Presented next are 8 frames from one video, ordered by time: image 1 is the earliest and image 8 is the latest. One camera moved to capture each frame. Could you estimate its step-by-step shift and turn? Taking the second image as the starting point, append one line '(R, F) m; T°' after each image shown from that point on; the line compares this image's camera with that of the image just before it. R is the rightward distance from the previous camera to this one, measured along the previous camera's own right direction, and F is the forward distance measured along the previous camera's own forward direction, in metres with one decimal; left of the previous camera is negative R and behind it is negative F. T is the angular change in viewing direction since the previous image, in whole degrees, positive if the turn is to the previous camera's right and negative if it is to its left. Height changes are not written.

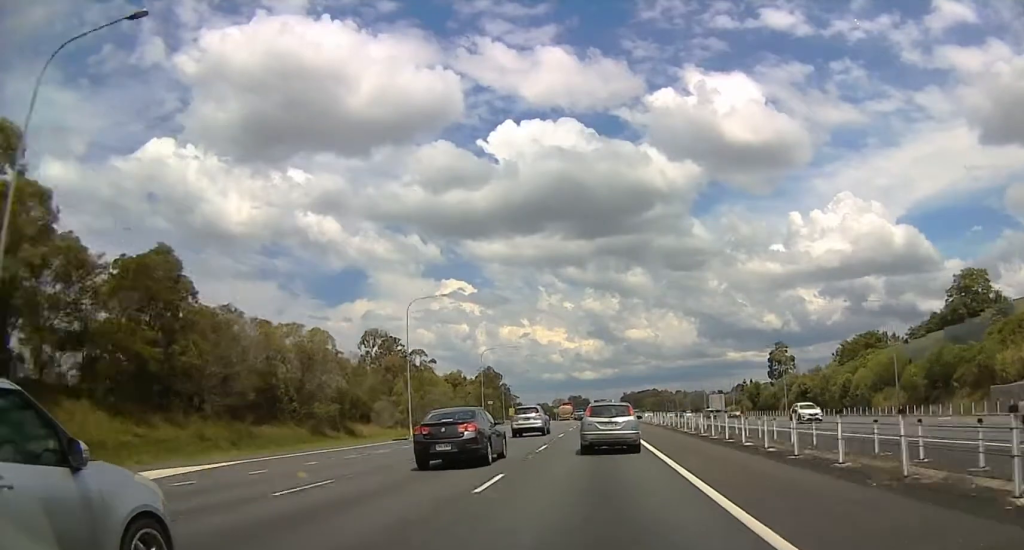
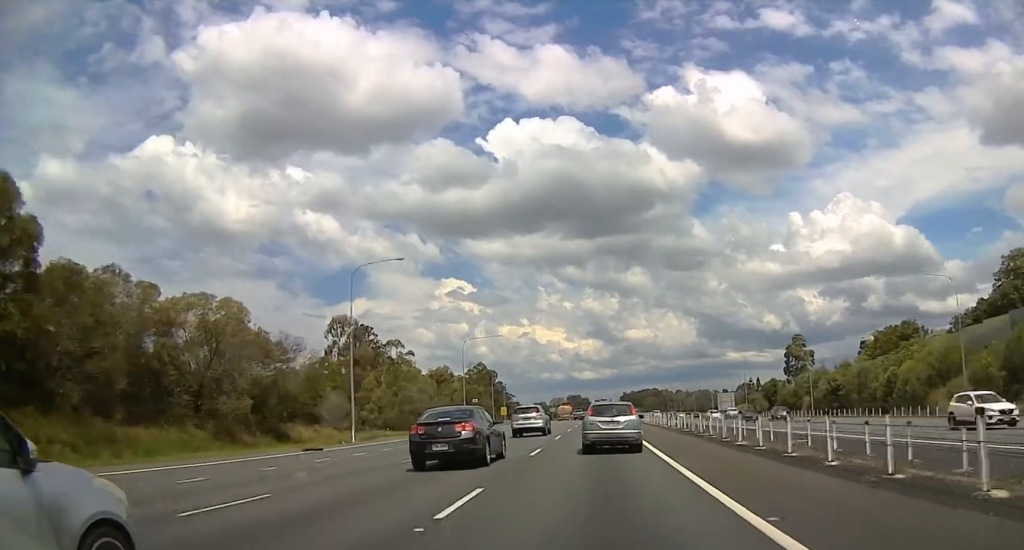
(0.0, +15.5) m; 0°
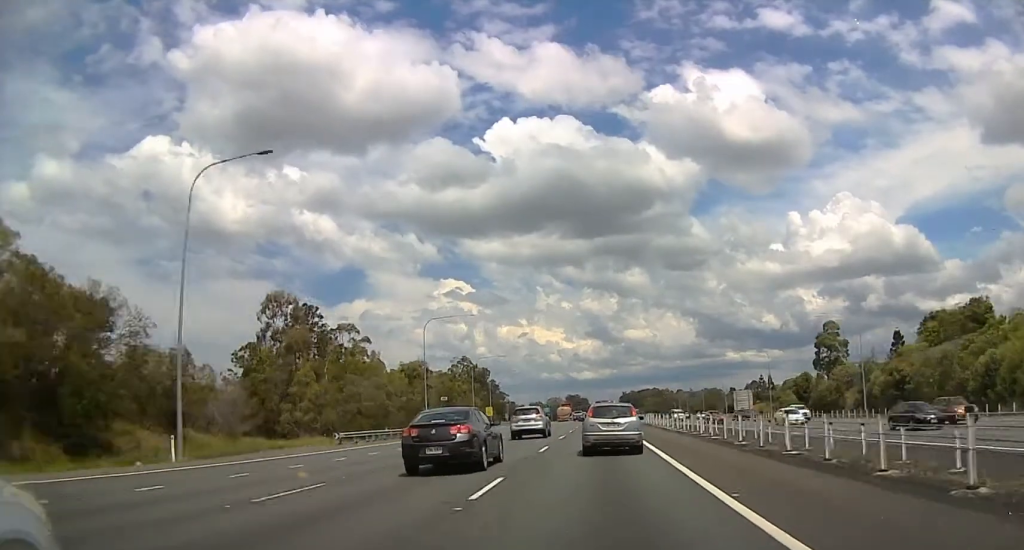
(0.0, +22.2) m; 0°
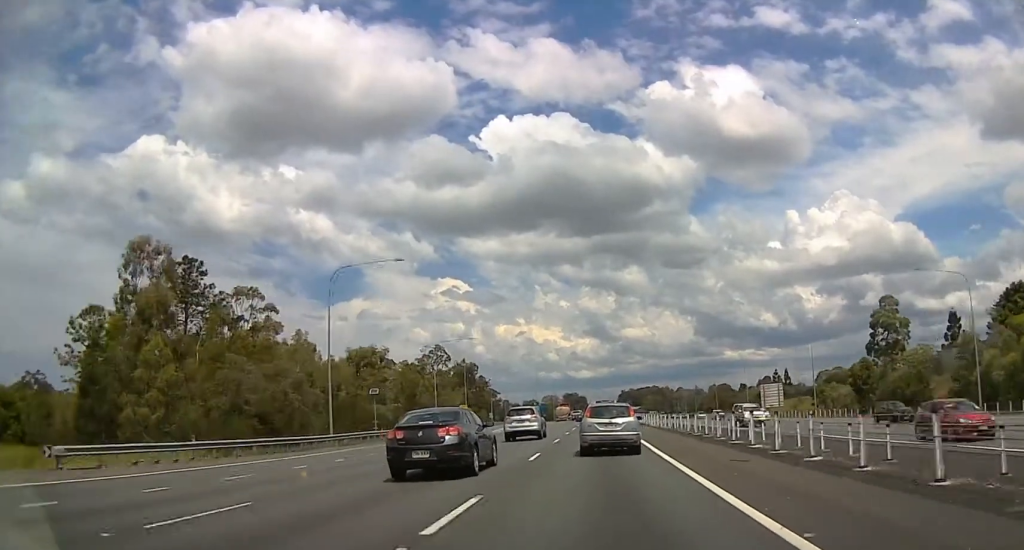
(0.0, +27.9) m; 0°
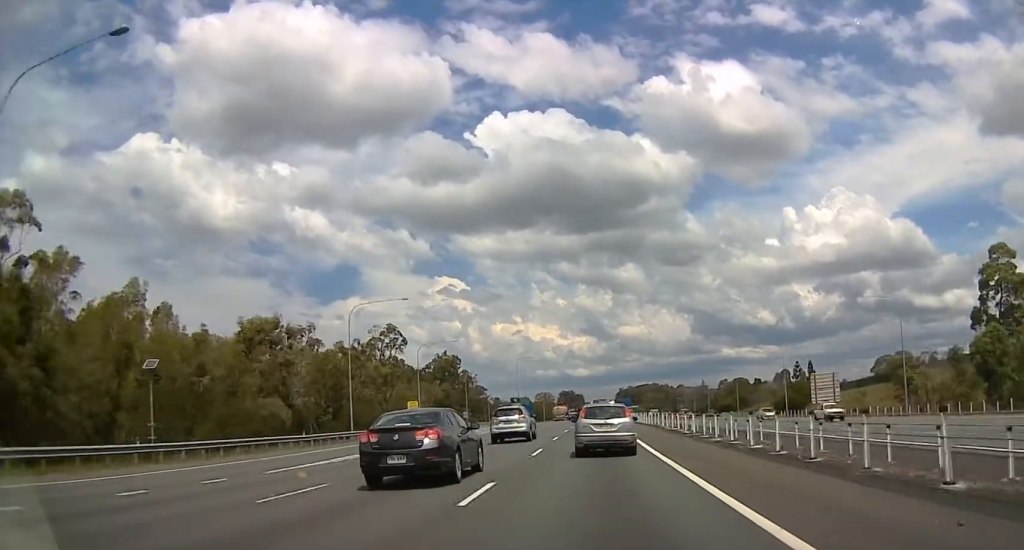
(0.0, +32.5) m; 0°
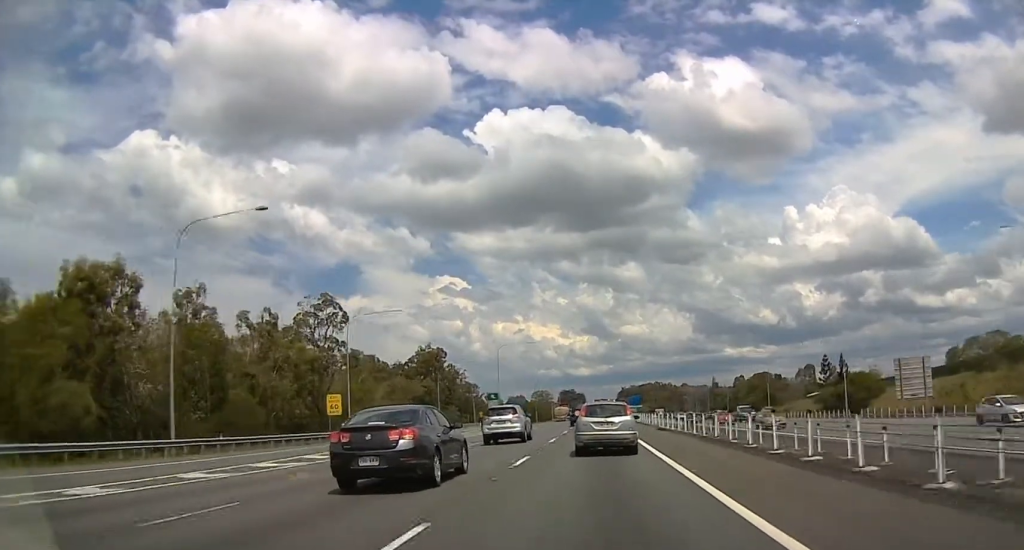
(-0.1, +28.4) m; -1°
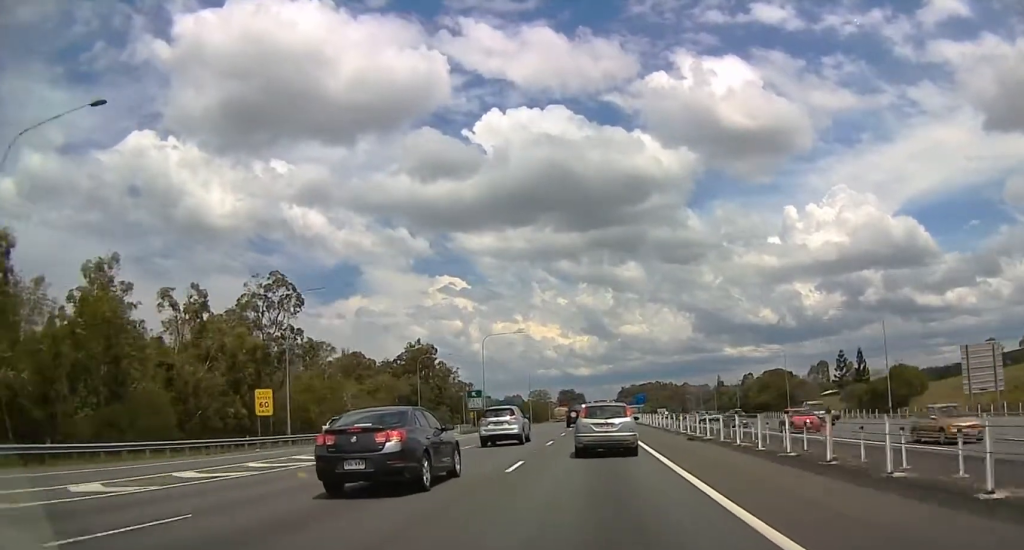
(-0.4, +14.1) m; +1°
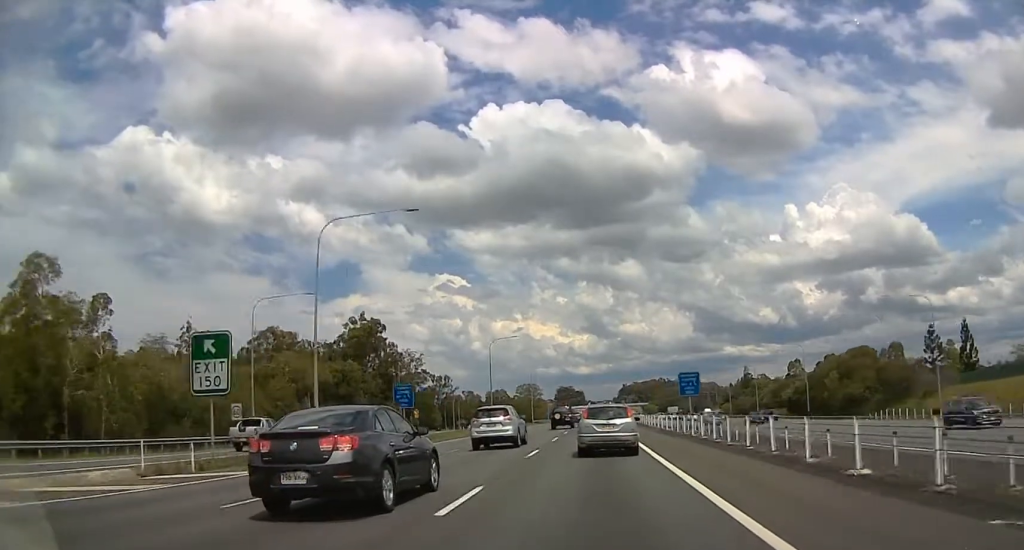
(+0.3, +56.3) m; 0°
